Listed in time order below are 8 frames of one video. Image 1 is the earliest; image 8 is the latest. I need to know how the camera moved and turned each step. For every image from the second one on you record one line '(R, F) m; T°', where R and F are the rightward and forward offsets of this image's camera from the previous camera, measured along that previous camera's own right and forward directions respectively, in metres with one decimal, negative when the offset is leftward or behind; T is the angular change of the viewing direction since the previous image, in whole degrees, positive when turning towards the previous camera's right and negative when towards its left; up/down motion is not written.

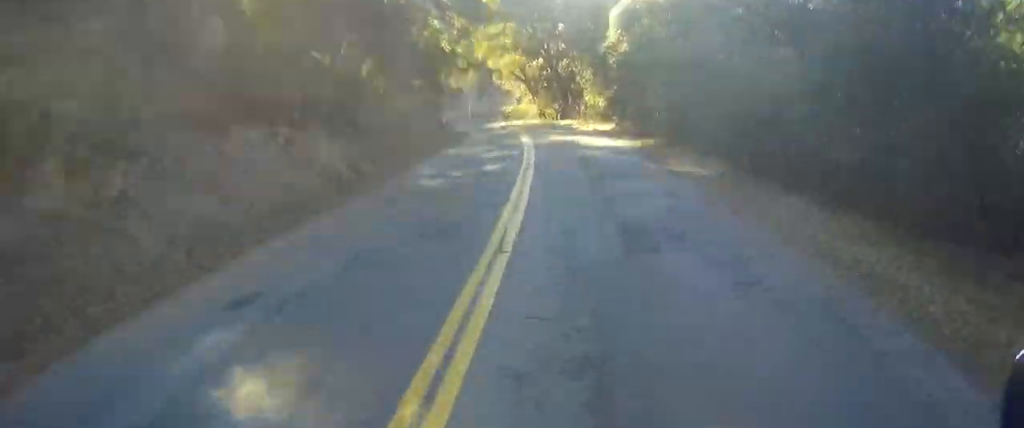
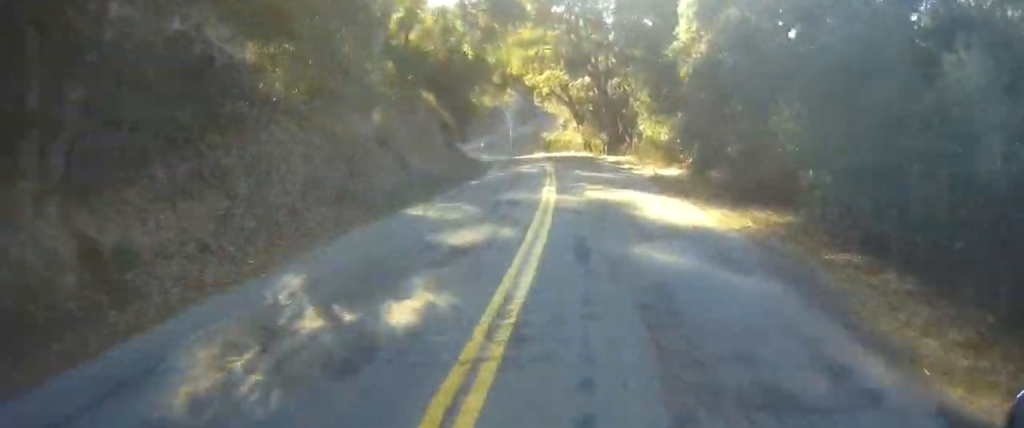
(+0.1, +10.1) m; 0°
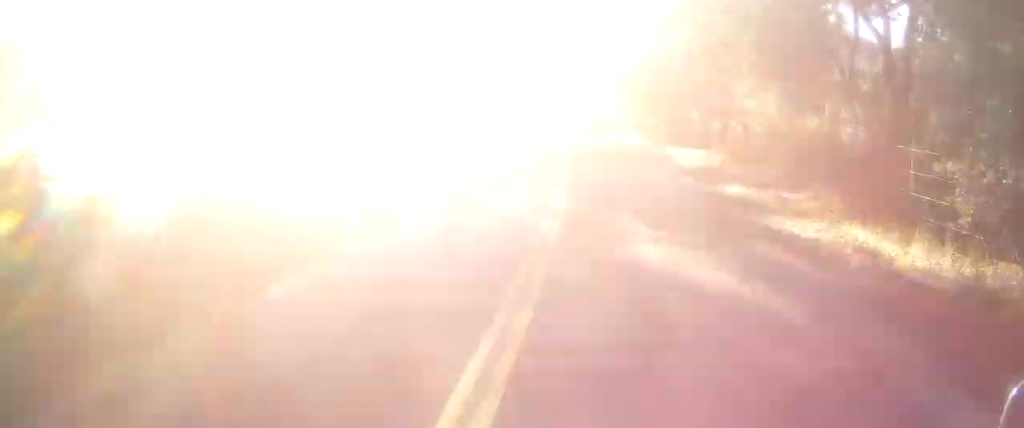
(0.0, +16.7) m; -2°
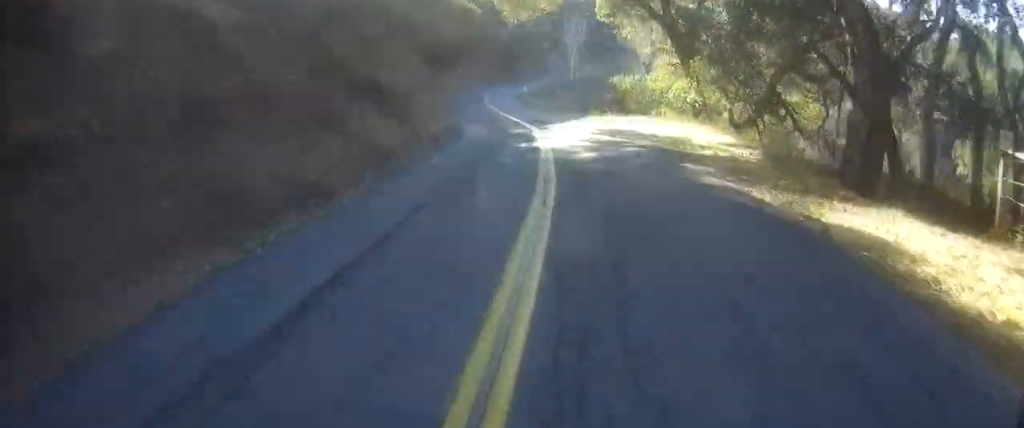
(-0.7, +19.8) m; -3°
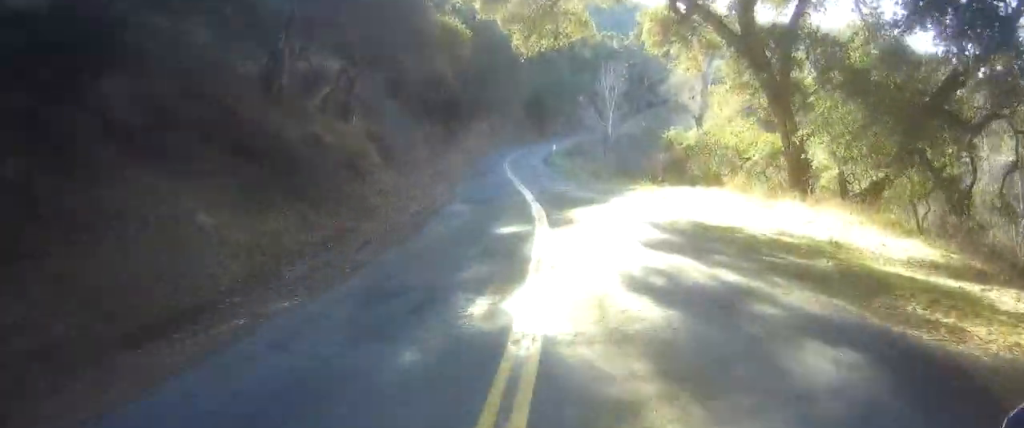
(0.0, +12.2) m; 0°
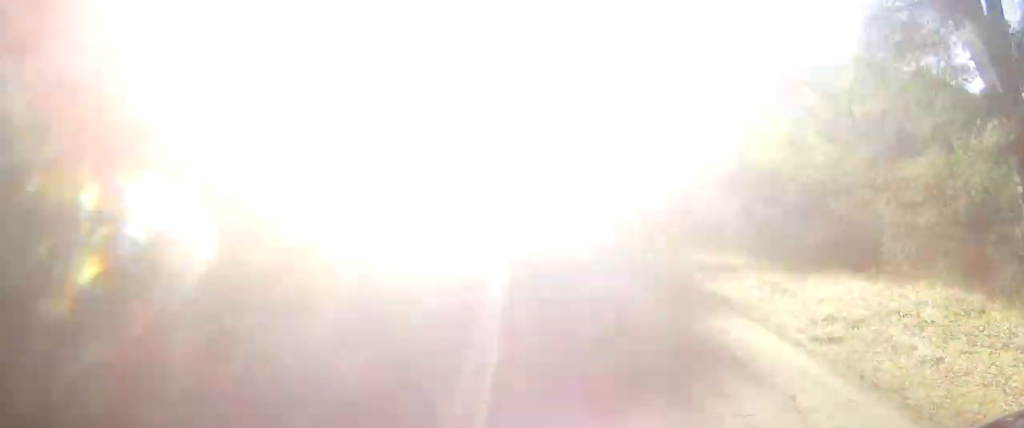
(0.0, +13.6) m; 0°
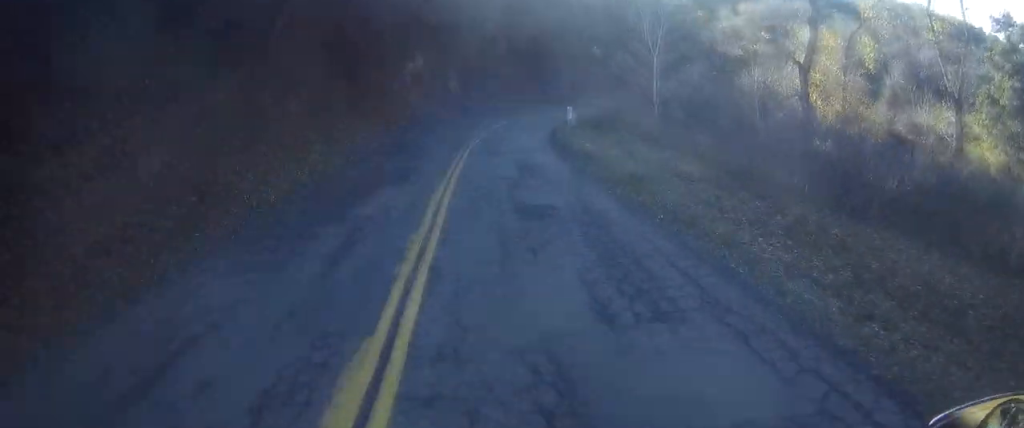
(0.0, +15.7) m; -2°
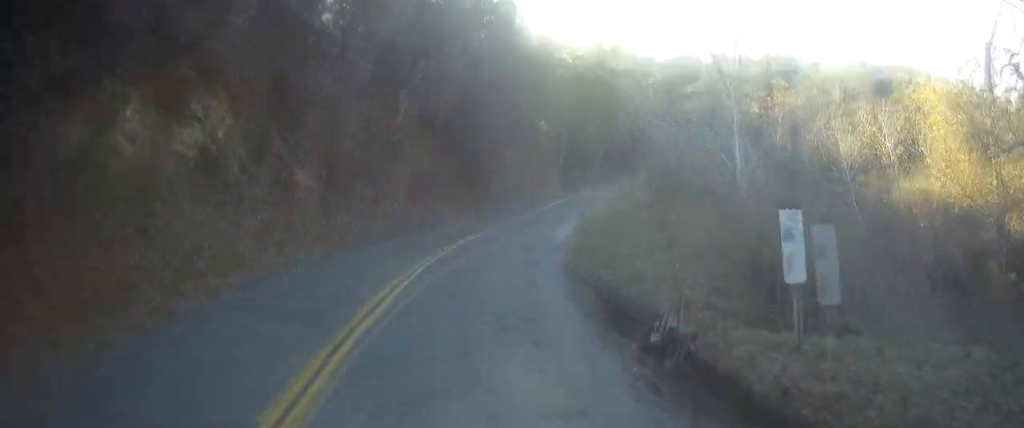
(-1.1, +26.9) m; +1°
